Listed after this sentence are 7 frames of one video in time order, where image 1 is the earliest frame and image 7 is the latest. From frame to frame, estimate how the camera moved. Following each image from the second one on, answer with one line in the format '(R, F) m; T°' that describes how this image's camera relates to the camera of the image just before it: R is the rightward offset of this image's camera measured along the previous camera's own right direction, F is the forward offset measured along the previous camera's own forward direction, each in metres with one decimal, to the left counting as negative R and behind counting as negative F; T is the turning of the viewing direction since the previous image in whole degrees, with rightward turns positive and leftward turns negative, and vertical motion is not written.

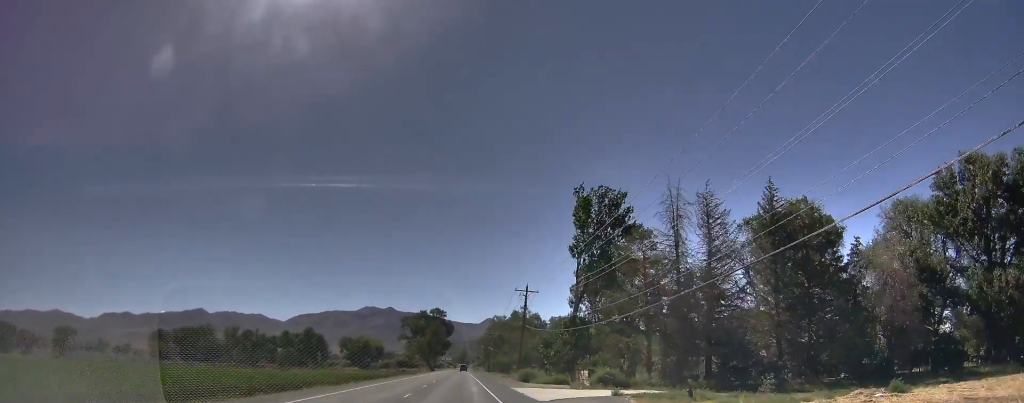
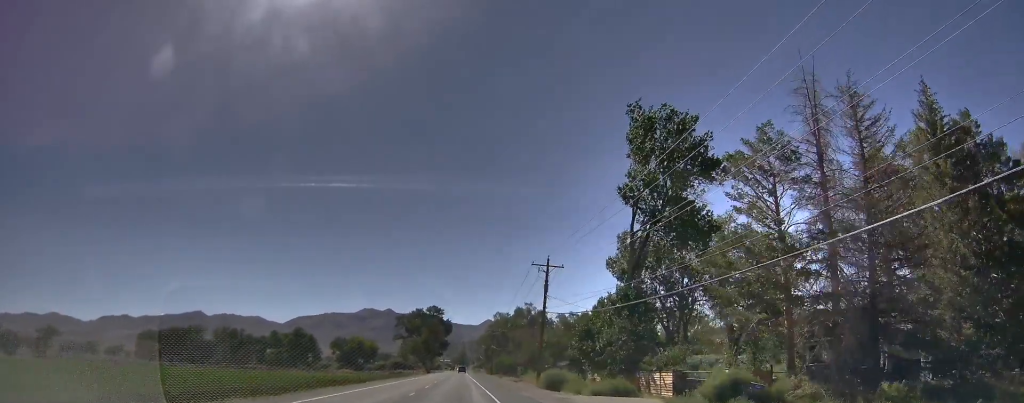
(0.0, +20.3) m; 0°
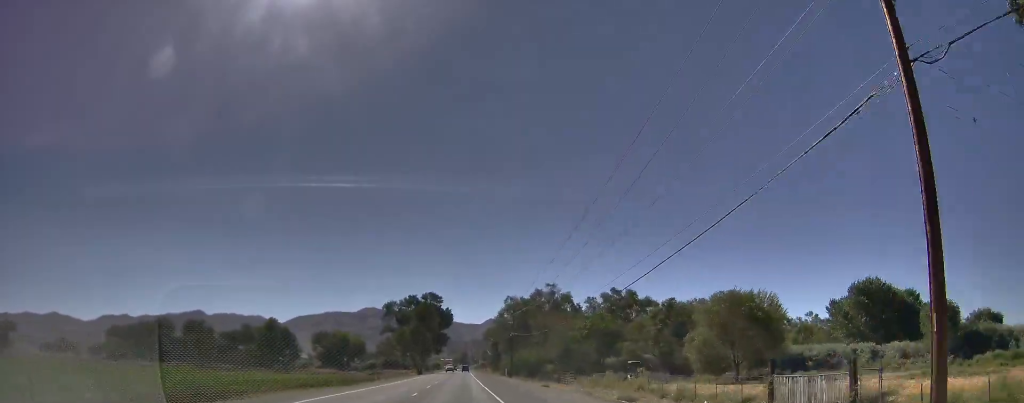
(-1.6, +49.1) m; -3°
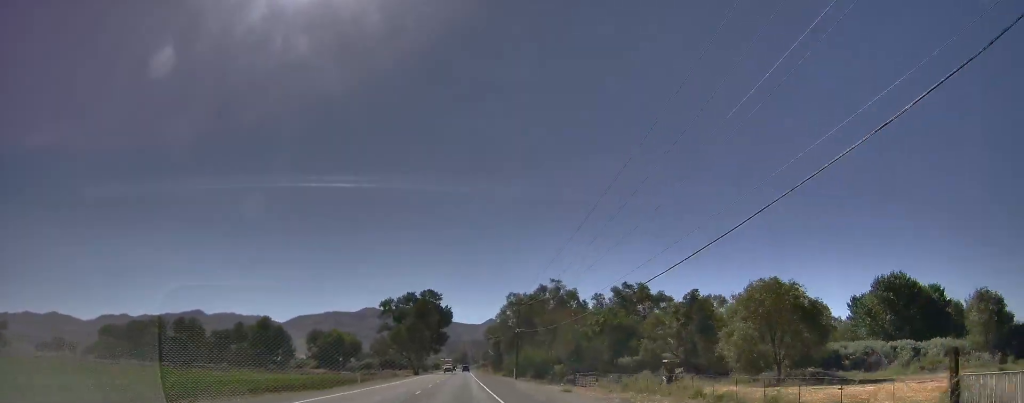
(-0.2, +9.0) m; 0°
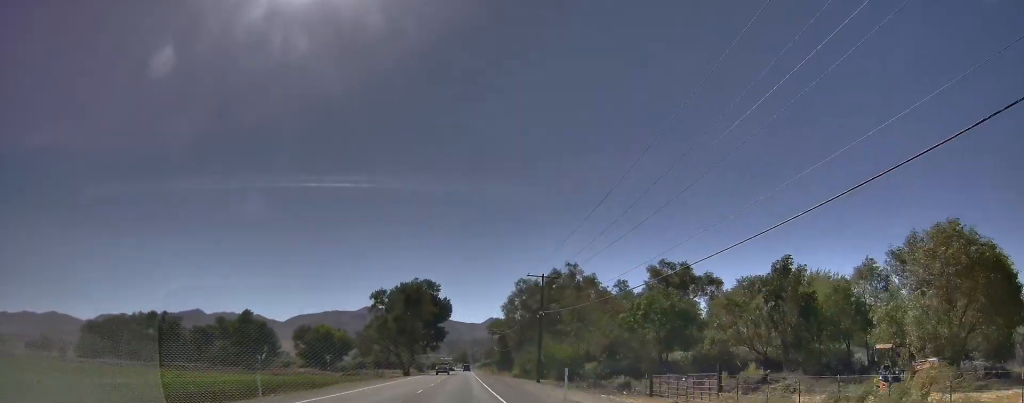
(+1.1, +24.6) m; +3°
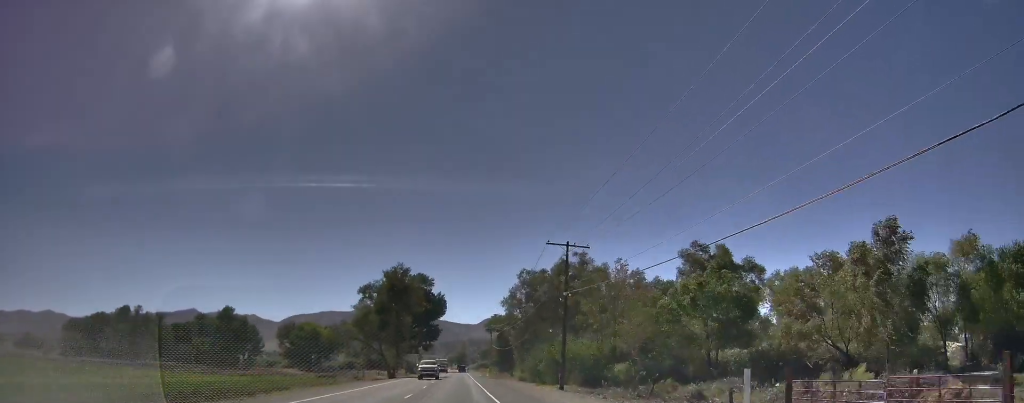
(0.0, +16.4) m; 0°
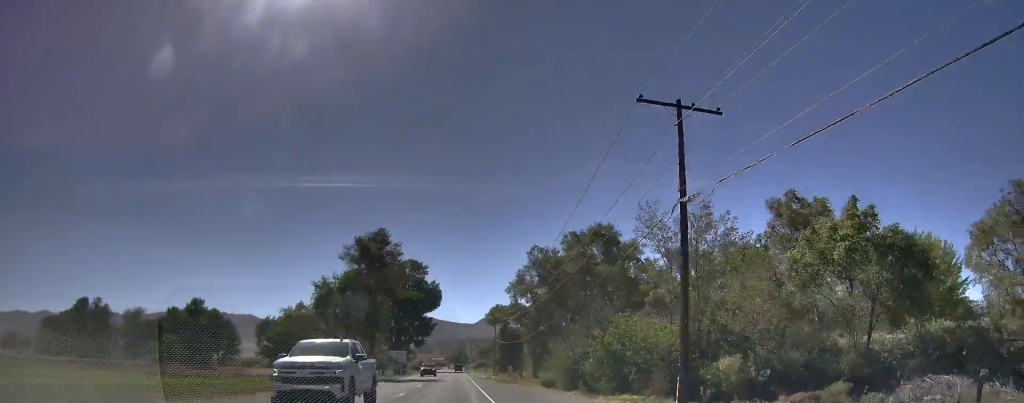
(0.0, +26.2) m; 0°
